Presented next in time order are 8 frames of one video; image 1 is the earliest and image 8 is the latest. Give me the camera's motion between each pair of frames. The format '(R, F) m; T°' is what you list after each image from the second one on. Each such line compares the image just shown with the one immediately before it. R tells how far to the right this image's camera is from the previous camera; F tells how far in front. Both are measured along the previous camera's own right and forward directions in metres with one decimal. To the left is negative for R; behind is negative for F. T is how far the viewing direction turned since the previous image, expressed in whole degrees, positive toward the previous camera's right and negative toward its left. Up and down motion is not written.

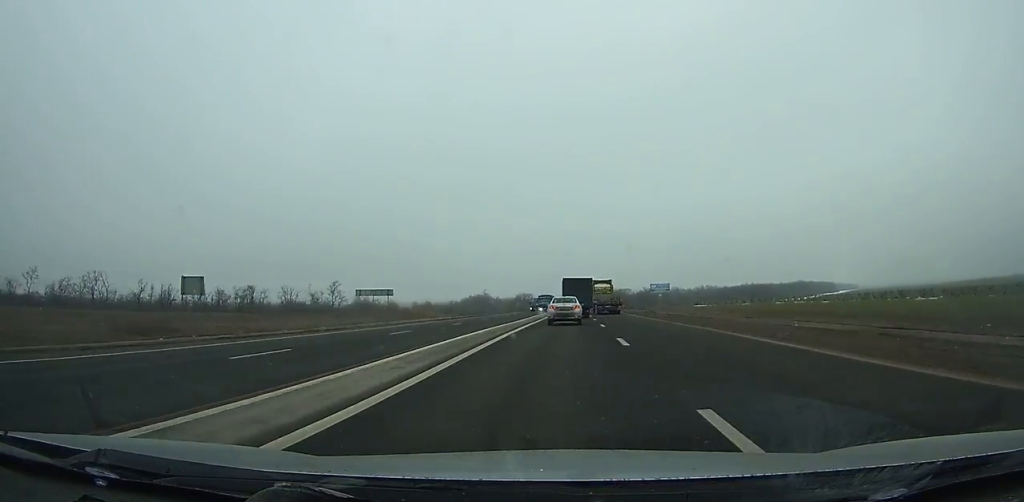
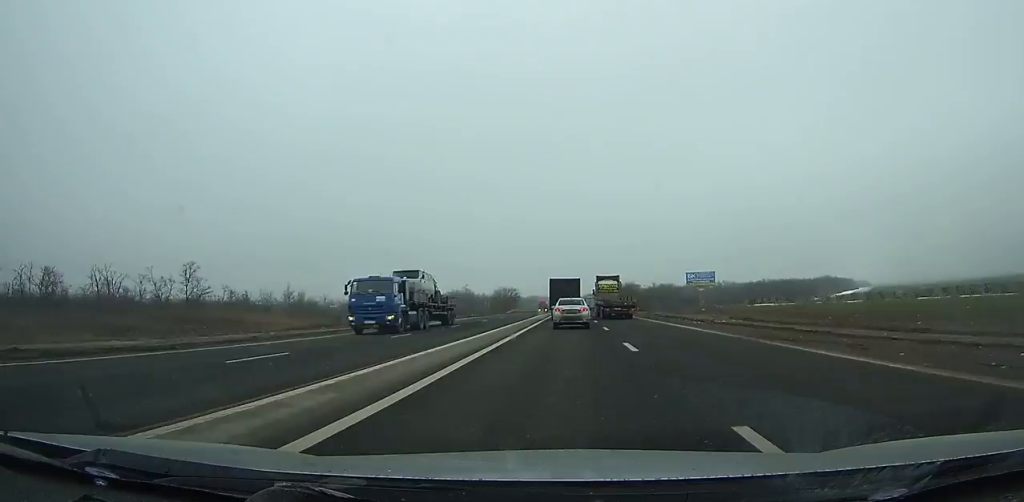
(-0.1, +60.0) m; 0°
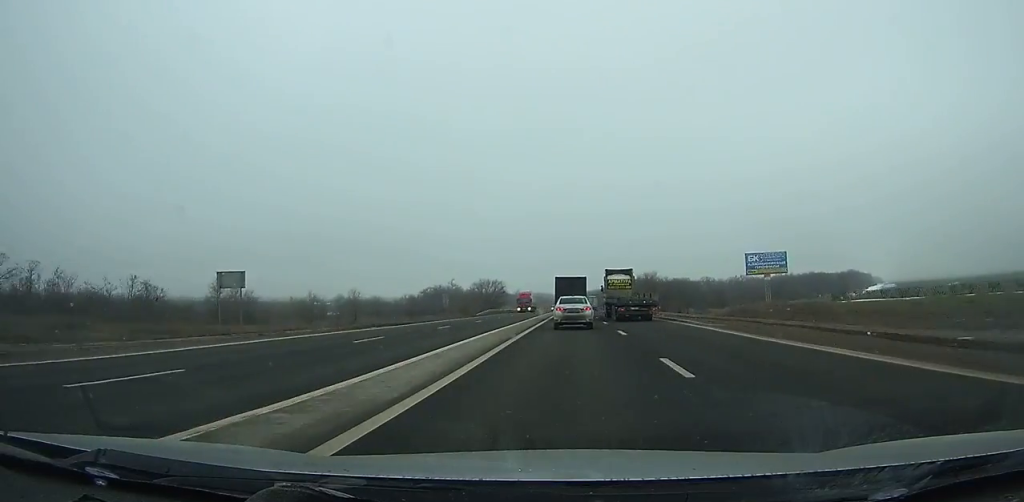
(0.0, +40.2) m; 0°
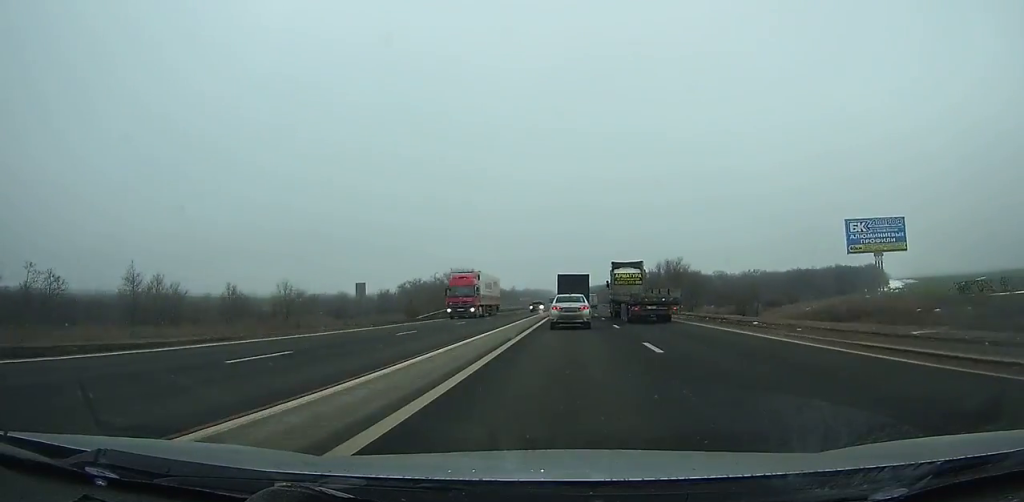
(0.0, +32.3) m; 0°
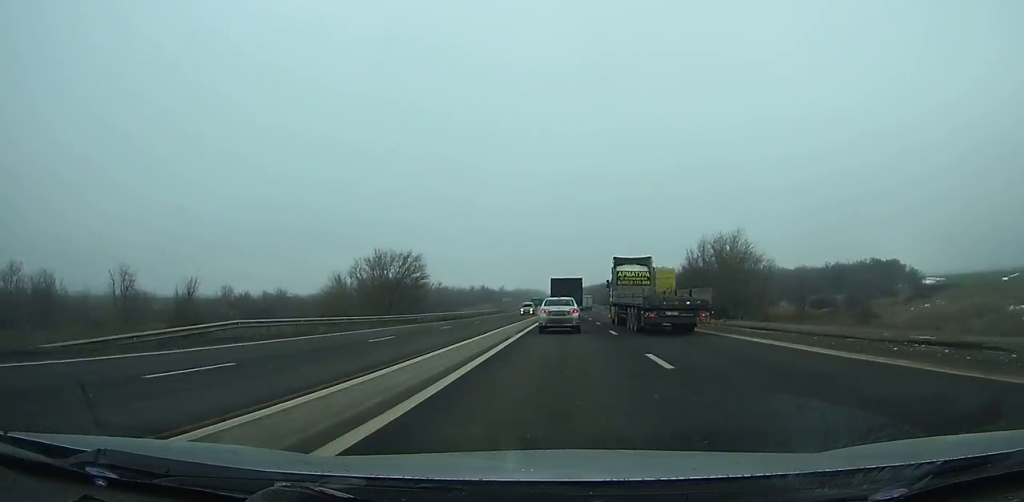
(+0.1, +39.5) m; 0°
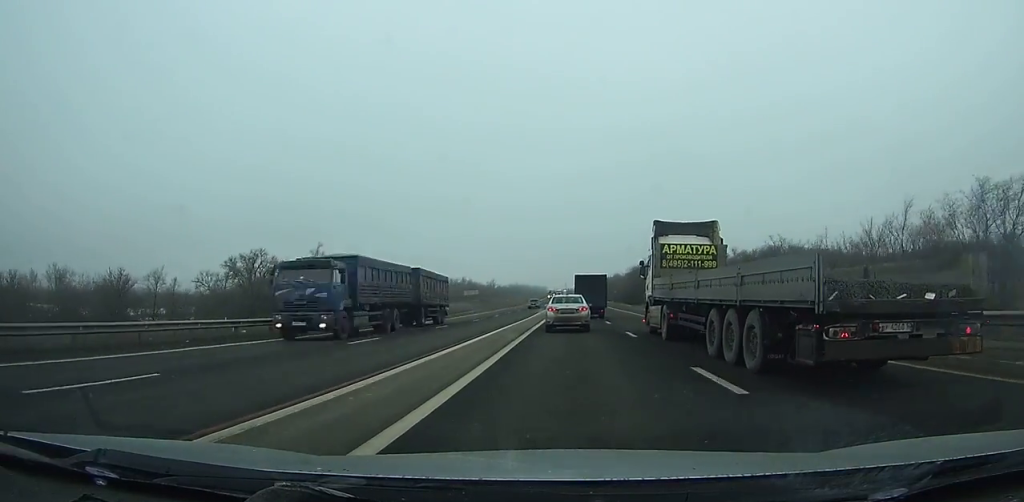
(0.0, +77.3) m; 0°
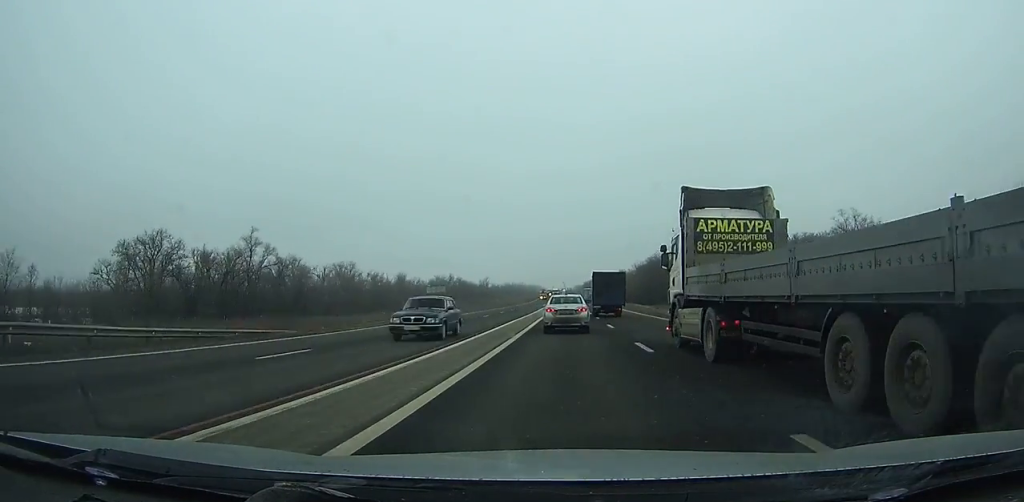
(0.0, +29.2) m; 0°
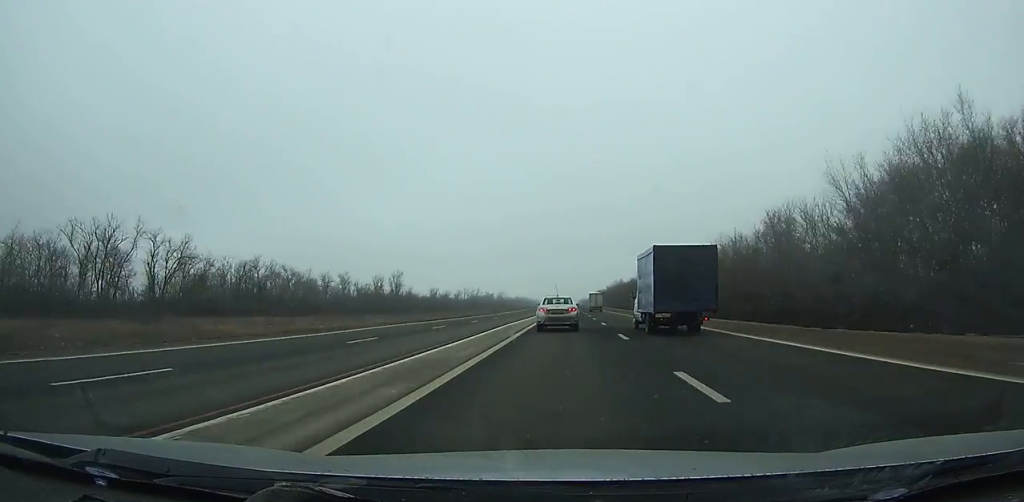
(+0.7, +201.4) m; 0°
